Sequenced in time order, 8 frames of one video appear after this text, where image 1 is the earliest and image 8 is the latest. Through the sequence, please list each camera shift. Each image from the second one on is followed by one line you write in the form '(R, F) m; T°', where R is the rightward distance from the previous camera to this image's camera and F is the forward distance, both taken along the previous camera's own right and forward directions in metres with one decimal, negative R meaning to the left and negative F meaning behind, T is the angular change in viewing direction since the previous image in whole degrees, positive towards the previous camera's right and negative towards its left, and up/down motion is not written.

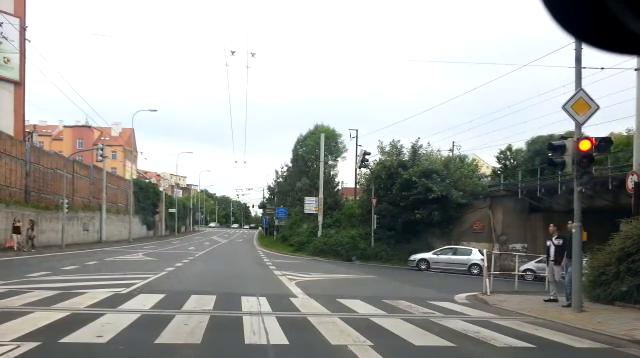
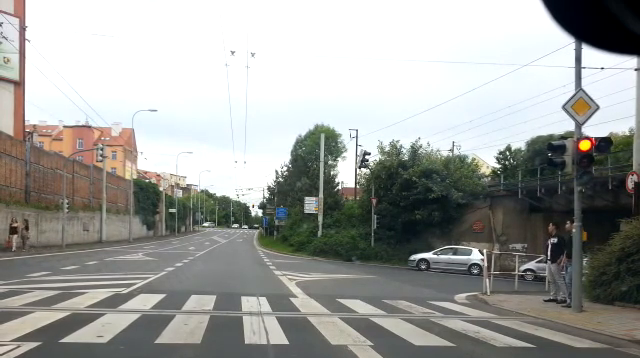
(0.0, 0.0) m; 0°
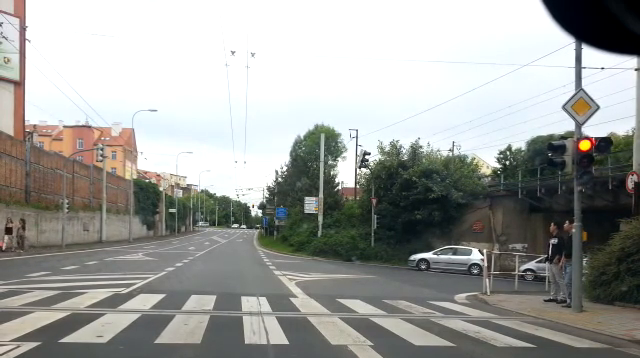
(0.0, 0.0) m; 0°
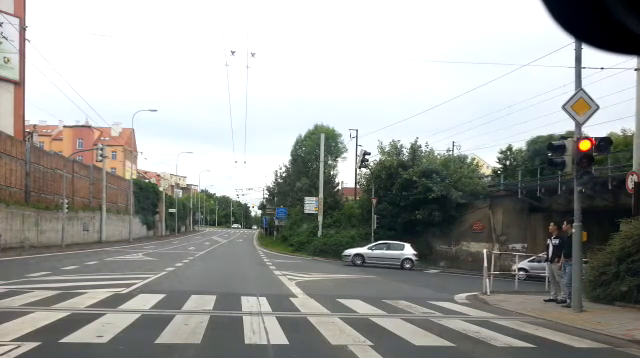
(0.0, 0.0) m; 0°
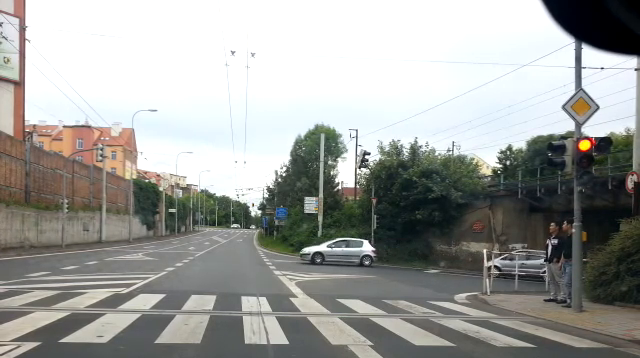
(0.0, 0.0) m; 0°
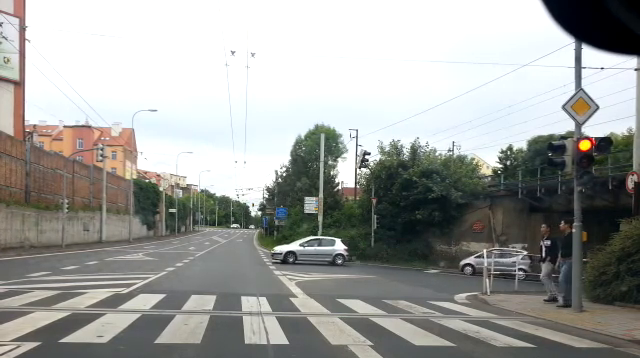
(0.0, 0.0) m; 0°
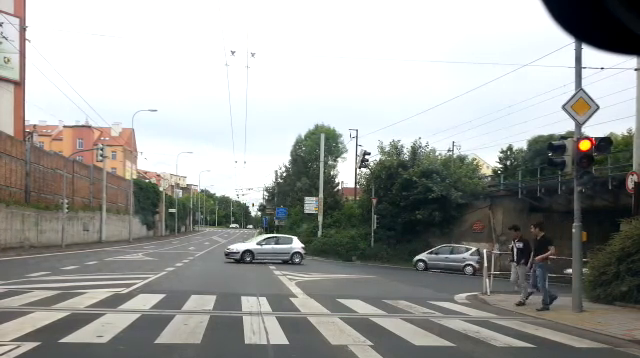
(0.0, 0.0) m; 0°
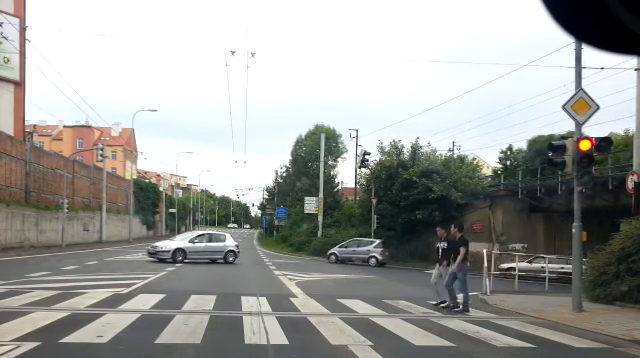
(0.0, 0.0) m; 0°
